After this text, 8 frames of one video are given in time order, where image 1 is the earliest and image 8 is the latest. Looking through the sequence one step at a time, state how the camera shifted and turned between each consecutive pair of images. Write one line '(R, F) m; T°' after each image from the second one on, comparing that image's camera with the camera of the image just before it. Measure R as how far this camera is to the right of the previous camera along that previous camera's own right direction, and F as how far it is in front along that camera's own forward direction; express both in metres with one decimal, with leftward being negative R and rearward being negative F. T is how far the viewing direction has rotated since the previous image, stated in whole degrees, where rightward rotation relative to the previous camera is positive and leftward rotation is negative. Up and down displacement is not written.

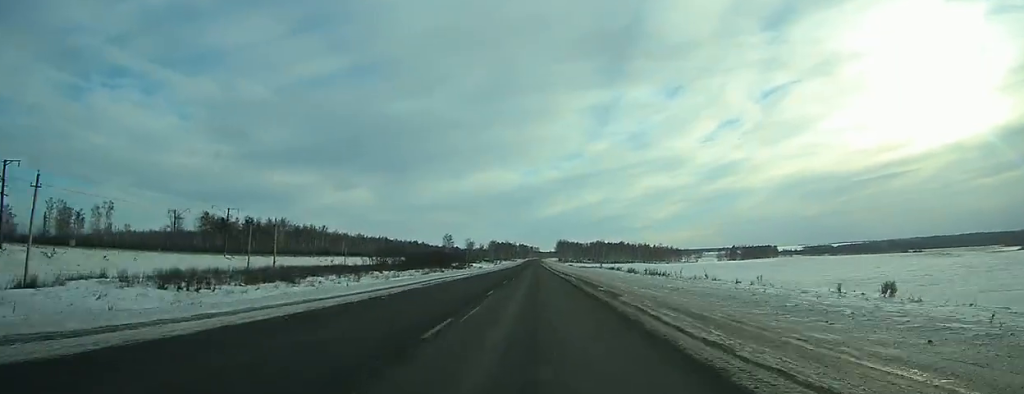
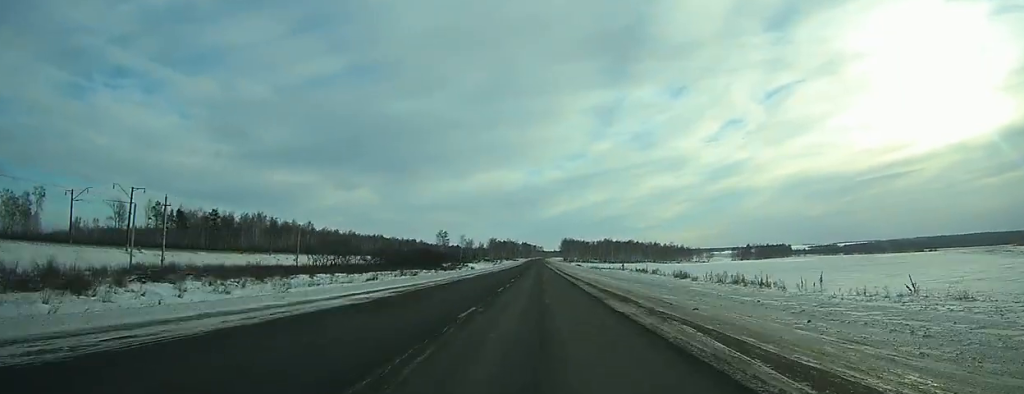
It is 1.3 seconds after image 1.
(0.0, +33.5) m; 0°
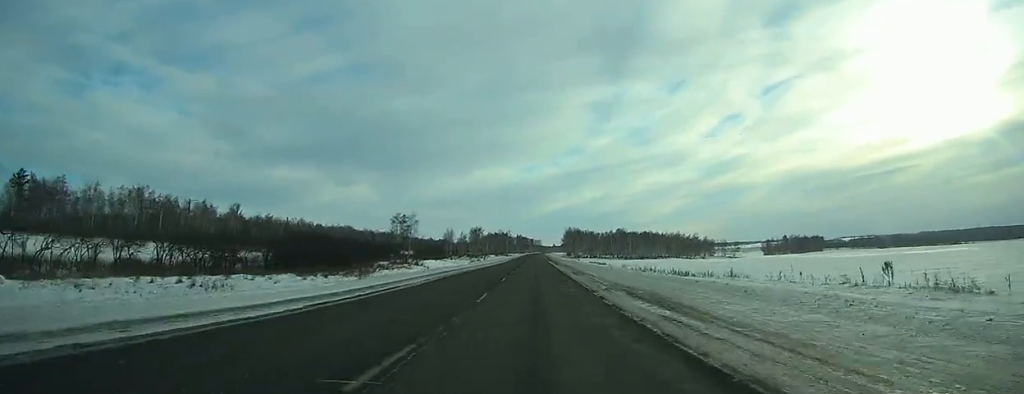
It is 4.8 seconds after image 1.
(+0.1, +90.8) m; 0°
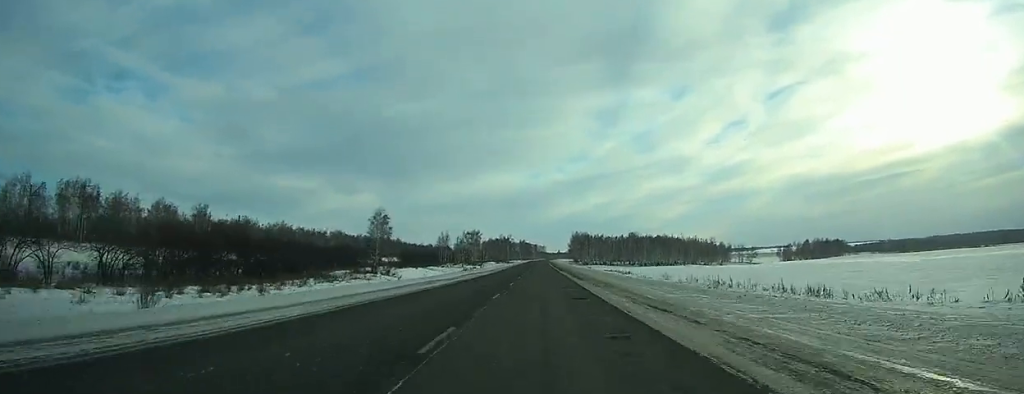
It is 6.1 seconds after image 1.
(-0.1, +31.7) m; 0°
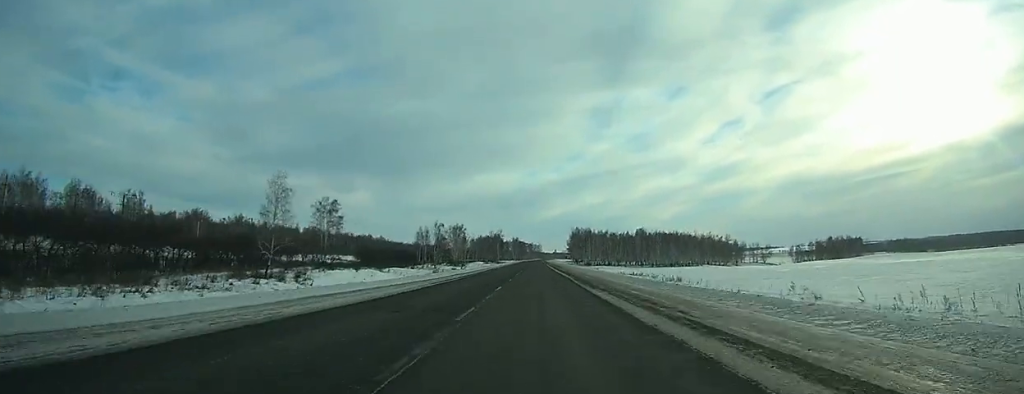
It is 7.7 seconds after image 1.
(0.0, +42.2) m; 0°
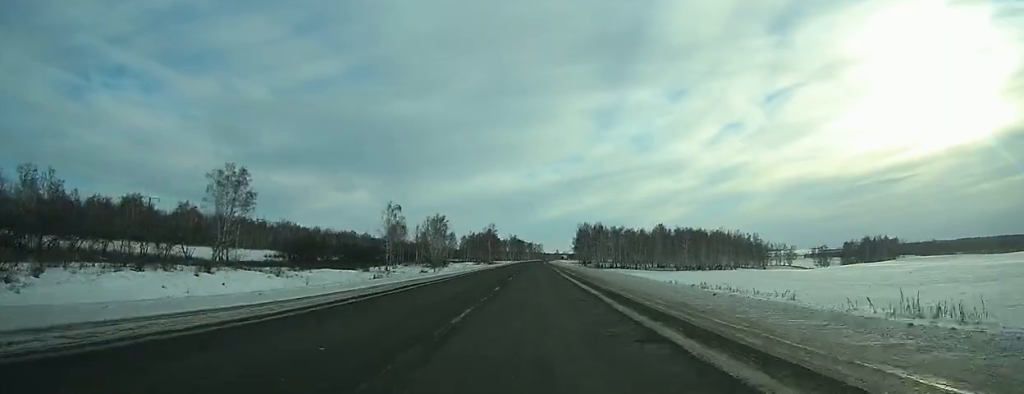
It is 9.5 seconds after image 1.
(0.0, +49.6) m; 0°
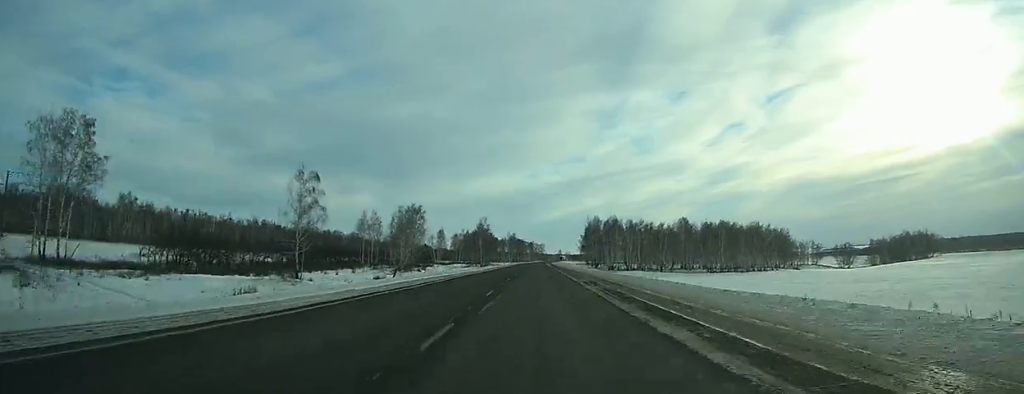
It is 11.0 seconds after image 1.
(-0.1, +41.0) m; 0°
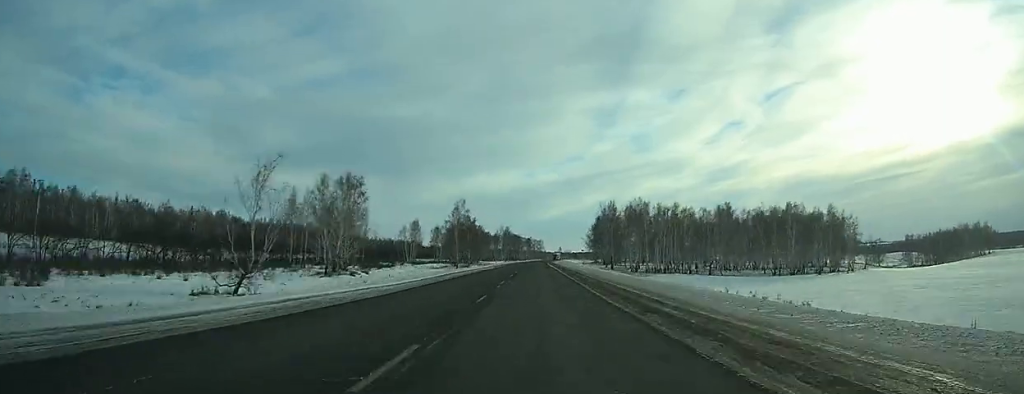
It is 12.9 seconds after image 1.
(-0.1, +51.3) m; 0°
